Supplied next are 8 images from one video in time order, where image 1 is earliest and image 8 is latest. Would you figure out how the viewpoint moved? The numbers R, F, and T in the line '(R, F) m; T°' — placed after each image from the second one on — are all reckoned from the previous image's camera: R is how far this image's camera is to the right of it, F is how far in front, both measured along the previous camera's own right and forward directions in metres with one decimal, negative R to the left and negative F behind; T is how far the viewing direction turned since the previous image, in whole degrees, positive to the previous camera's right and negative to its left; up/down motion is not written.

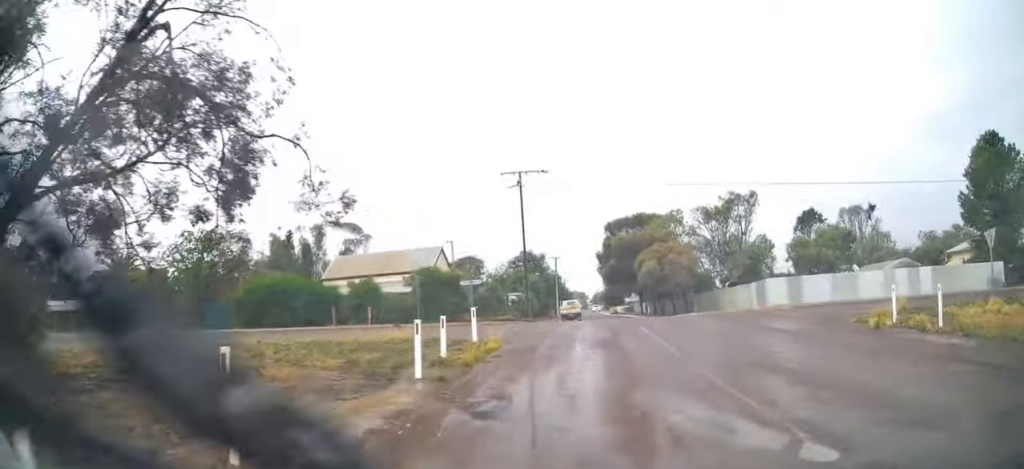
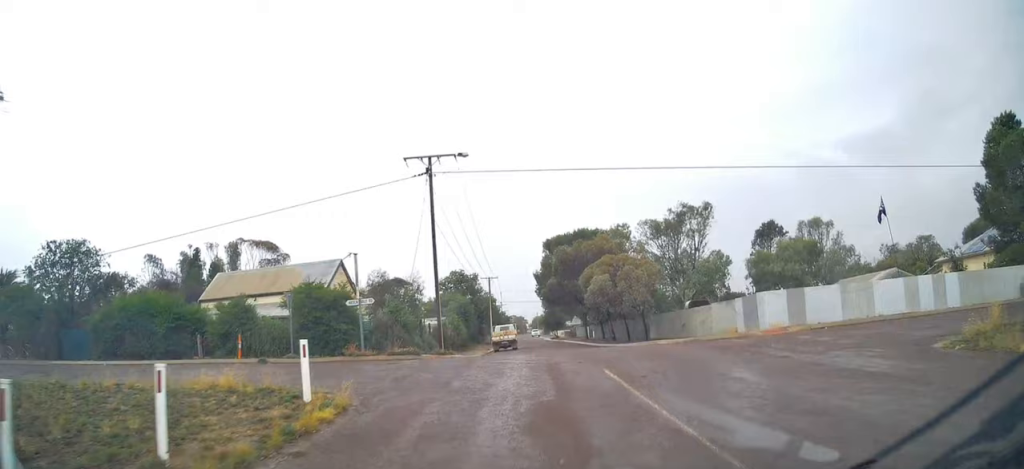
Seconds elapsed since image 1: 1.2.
(+0.5, +7.8) m; +6°
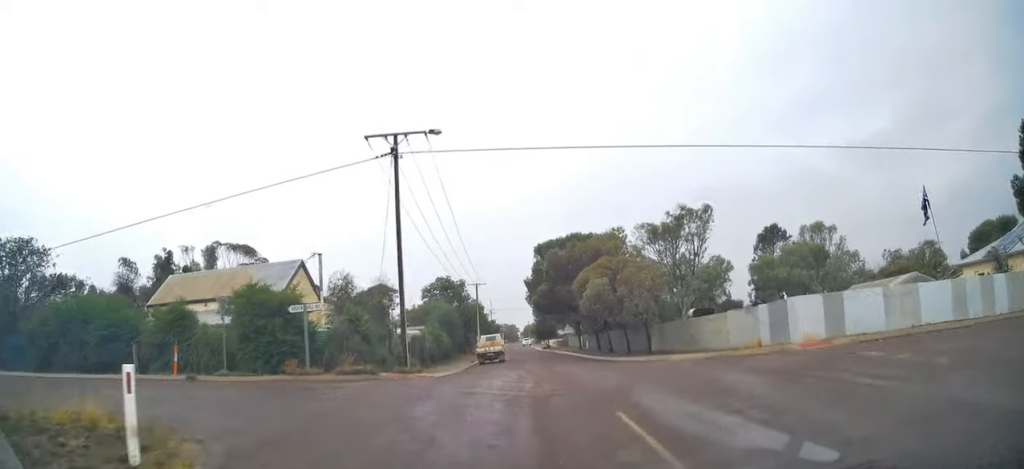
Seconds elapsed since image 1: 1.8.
(+0.1, +4.2) m; +1°
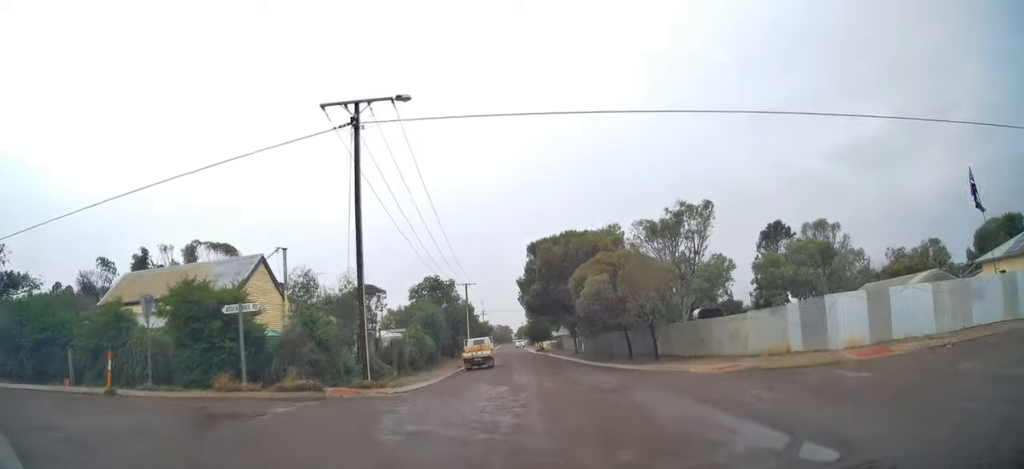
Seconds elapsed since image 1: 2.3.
(+0.1, +3.7) m; 0°
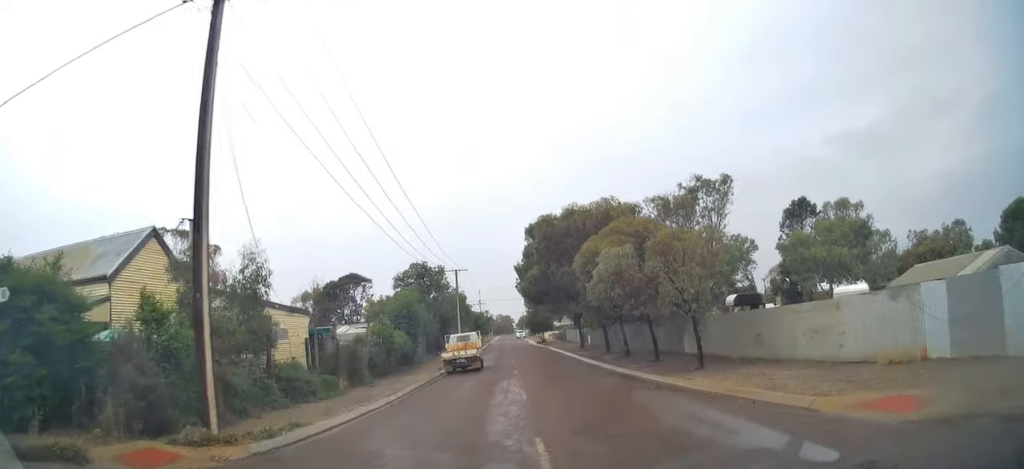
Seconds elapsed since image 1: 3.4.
(-0.2, +7.6) m; -1°
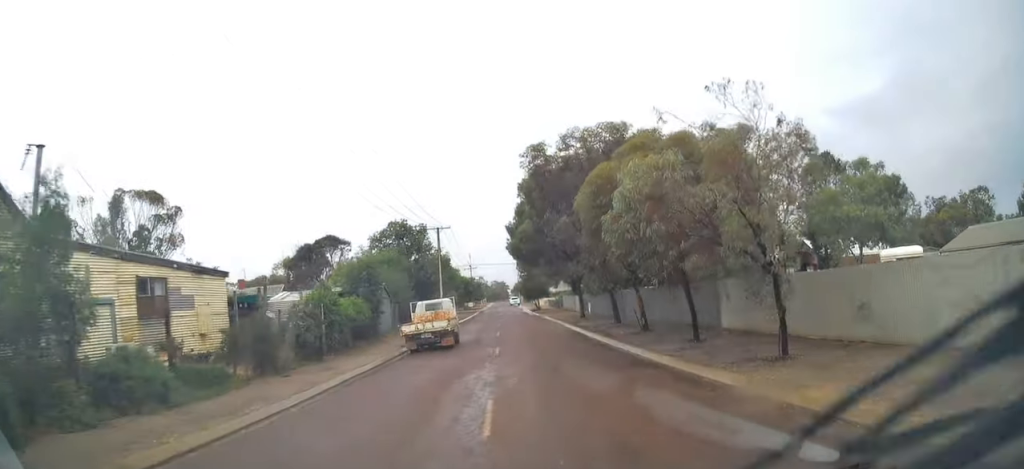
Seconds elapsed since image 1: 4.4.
(+0.1, +7.1) m; +2°
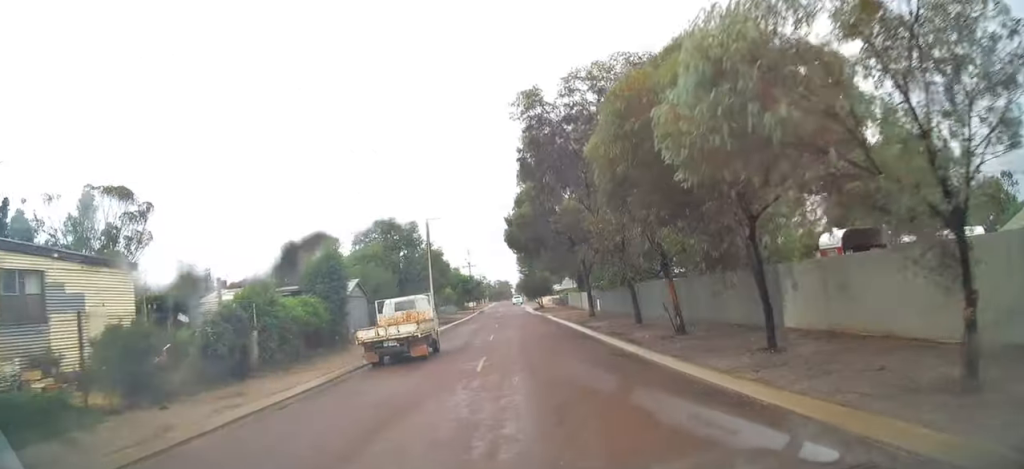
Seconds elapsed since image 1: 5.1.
(+0.2, +5.8) m; 0°
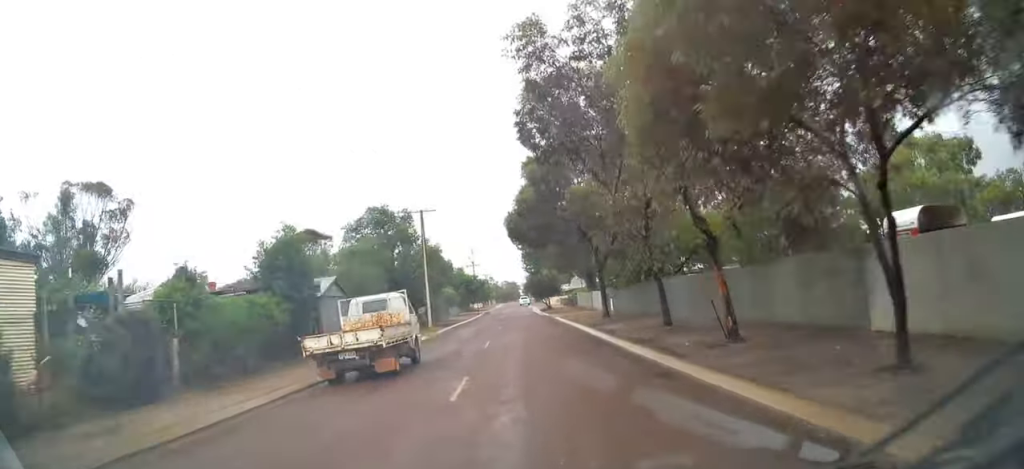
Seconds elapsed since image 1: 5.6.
(0.0, +4.1) m; -1°
